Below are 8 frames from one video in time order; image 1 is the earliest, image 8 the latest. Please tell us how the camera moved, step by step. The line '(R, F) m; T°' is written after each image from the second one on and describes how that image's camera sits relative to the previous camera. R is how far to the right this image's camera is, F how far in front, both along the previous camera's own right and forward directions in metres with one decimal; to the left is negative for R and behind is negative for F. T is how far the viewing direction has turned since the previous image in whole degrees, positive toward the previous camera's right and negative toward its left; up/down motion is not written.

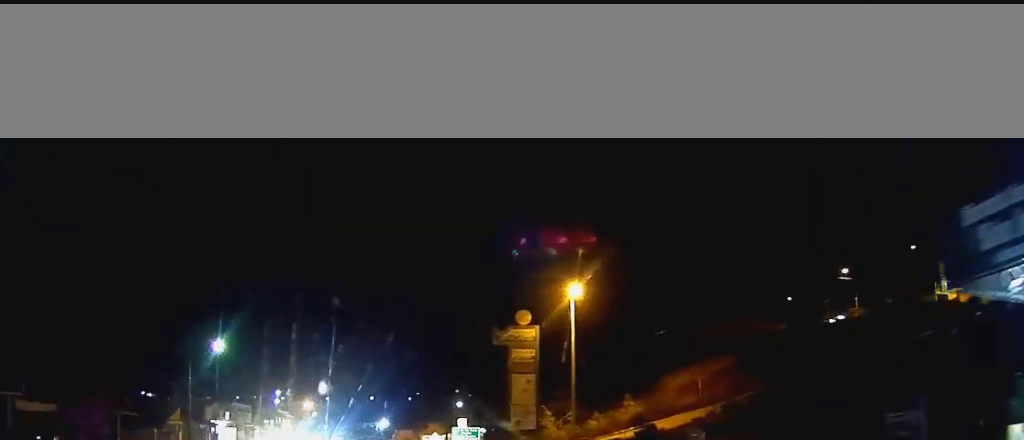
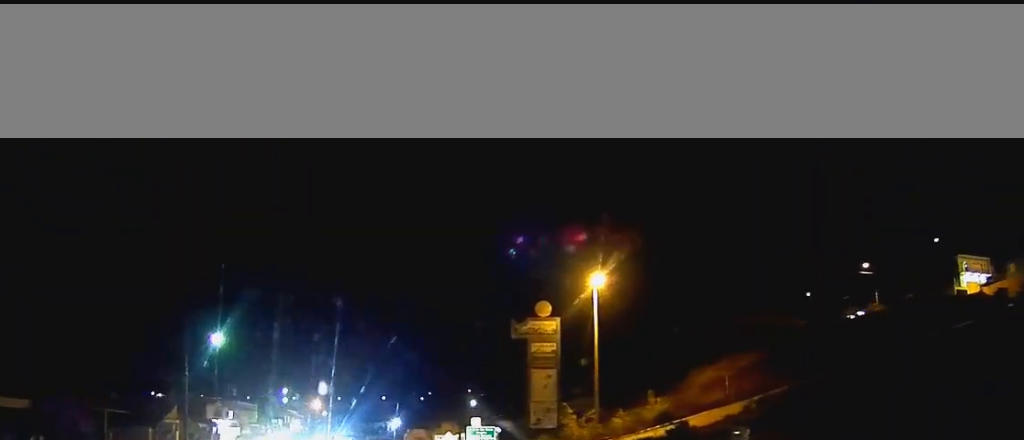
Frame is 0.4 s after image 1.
(0.0, +3.2) m; +1°
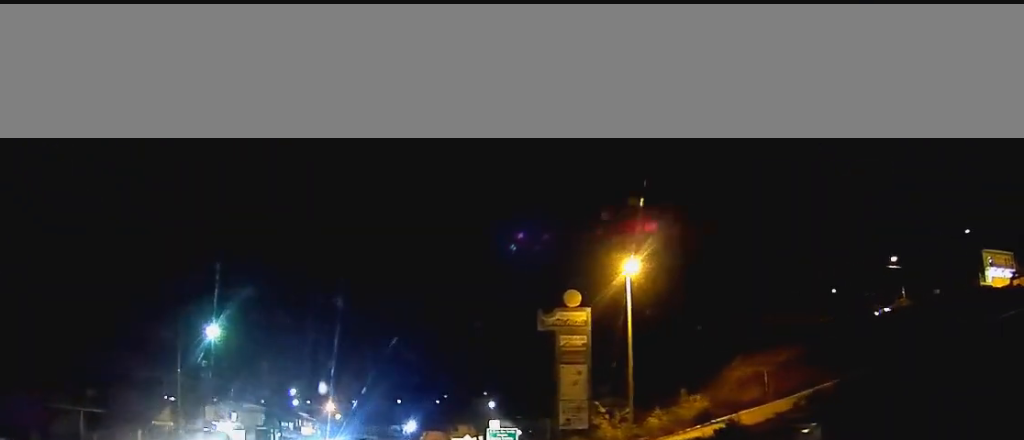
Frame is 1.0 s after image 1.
(+0.2, +4.5) m; +1°
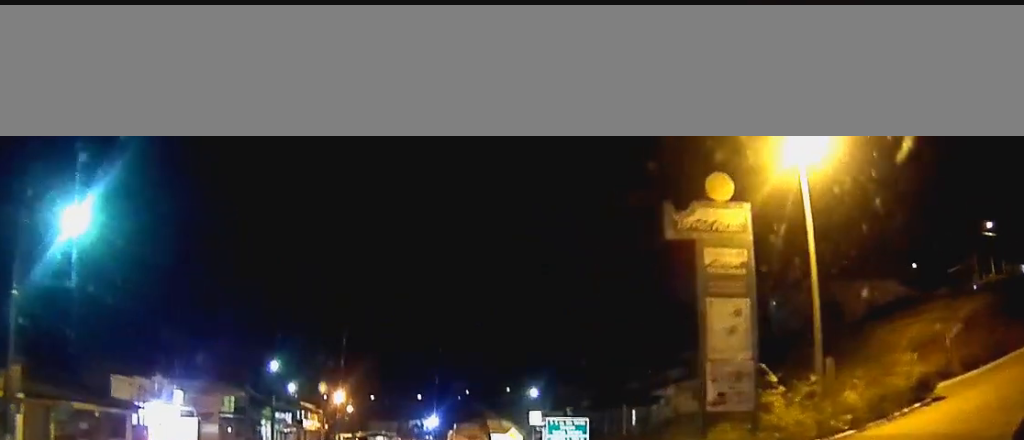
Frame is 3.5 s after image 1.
(0.0, +20.0) m; 0°
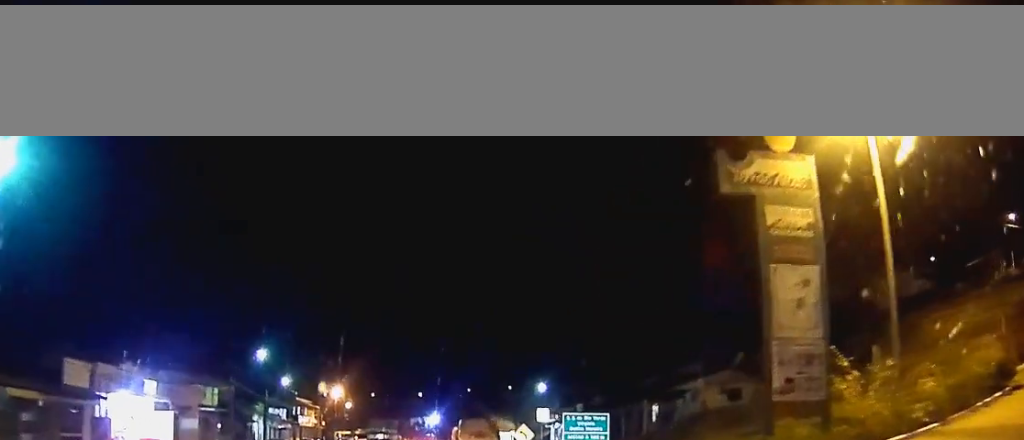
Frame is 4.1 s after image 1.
(0.0, +4.8) m; 0°
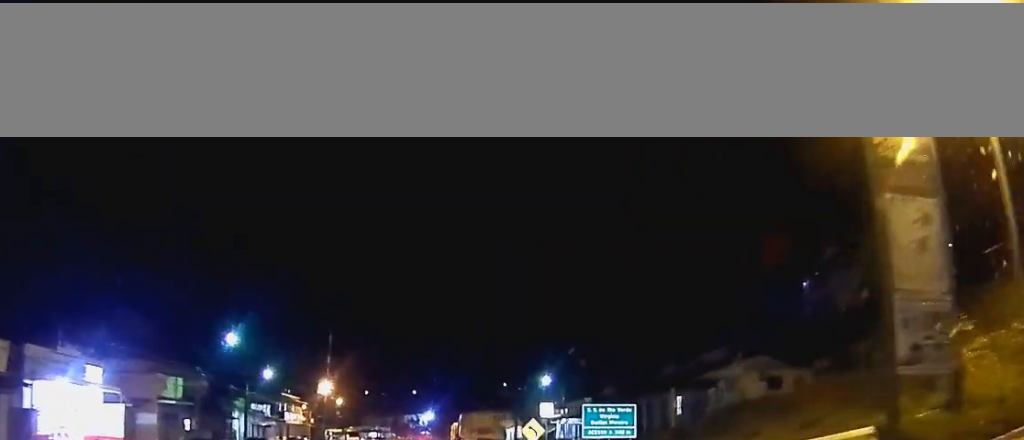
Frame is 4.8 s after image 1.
(0.0, +6.4) m; +1°
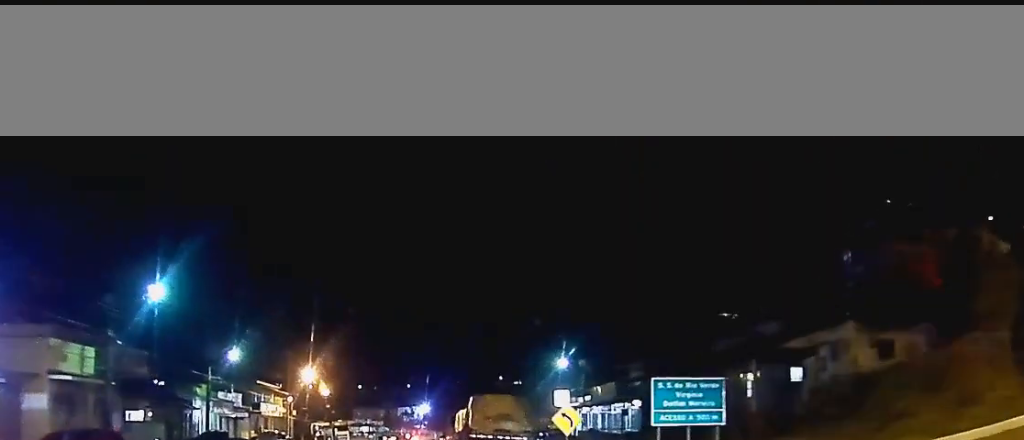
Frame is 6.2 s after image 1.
(+0.1, +11.6) m; 0°
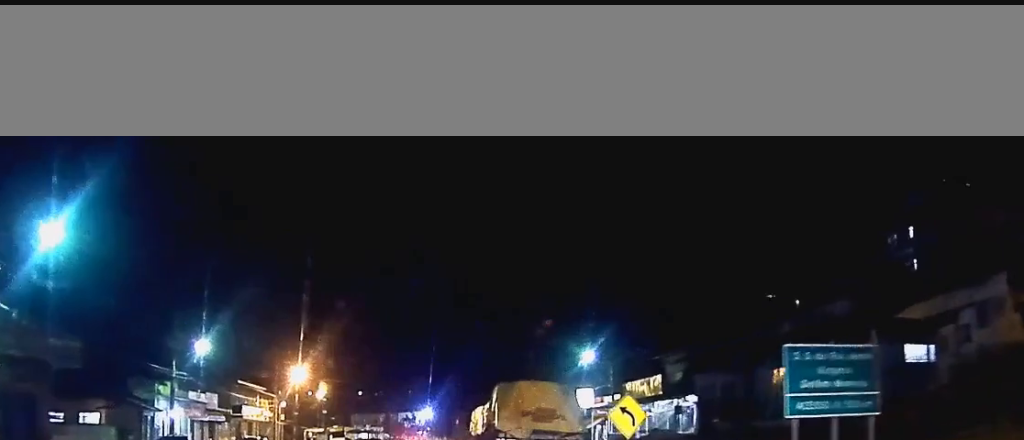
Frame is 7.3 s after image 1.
(-0.1, +9.3) m; -1°
